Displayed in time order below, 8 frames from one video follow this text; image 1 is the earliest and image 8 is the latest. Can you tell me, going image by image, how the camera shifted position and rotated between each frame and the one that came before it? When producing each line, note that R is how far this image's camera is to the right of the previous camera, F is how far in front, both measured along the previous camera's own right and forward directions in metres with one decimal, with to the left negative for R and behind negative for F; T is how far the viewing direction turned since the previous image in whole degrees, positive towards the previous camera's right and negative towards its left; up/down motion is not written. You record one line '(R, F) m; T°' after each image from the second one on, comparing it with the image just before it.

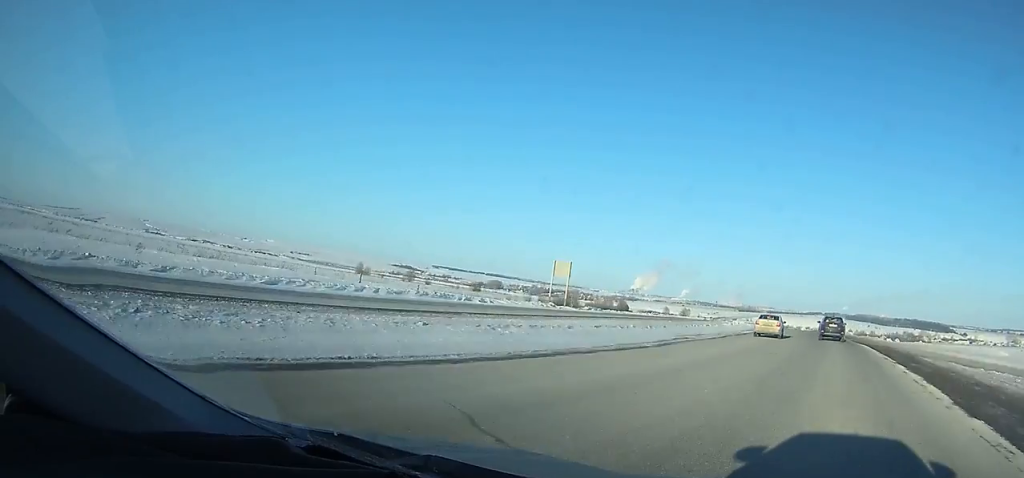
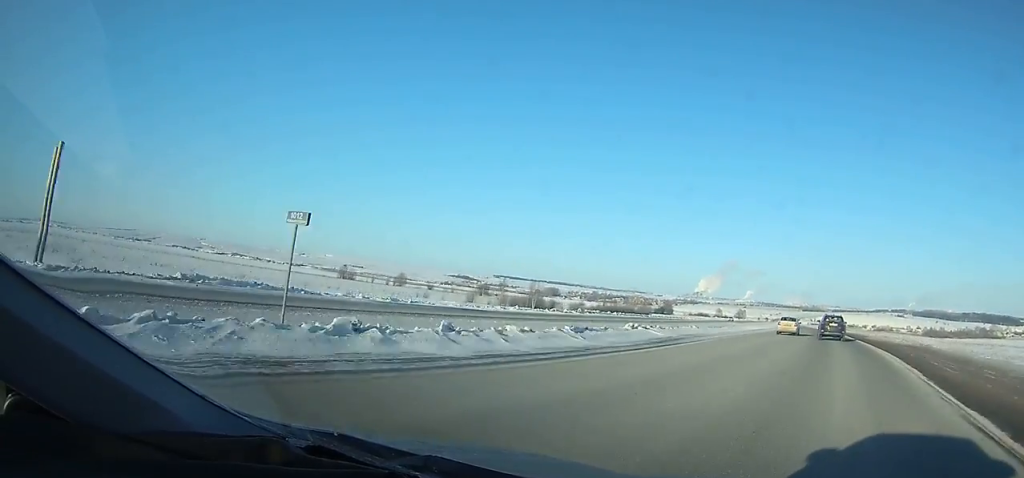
(-2.8, +64.0) m; -5°
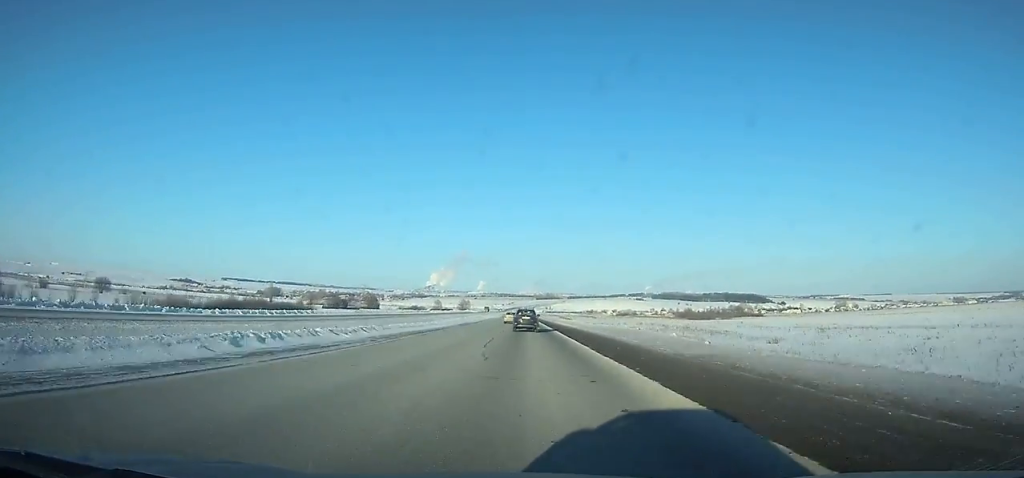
(-5.5, +99.7) m; -5°
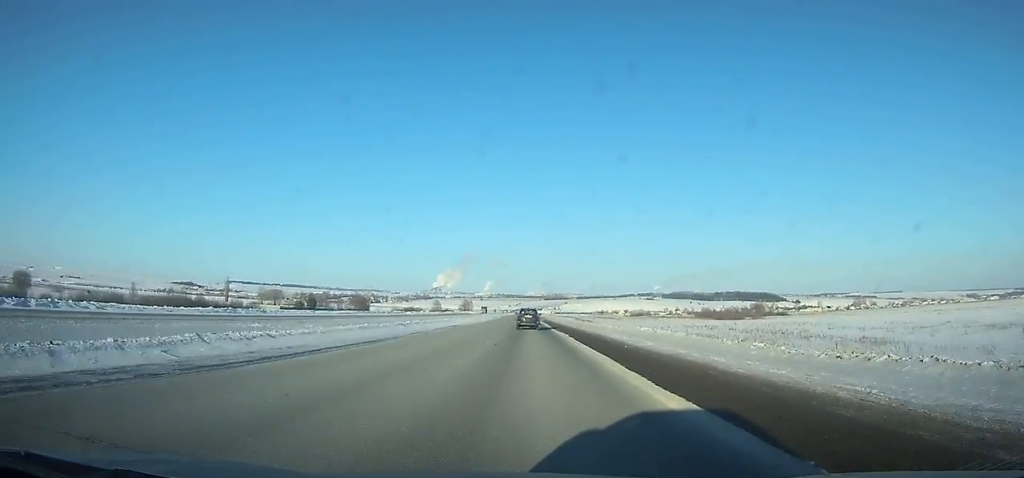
(-0.8, +53.6) m; -1°
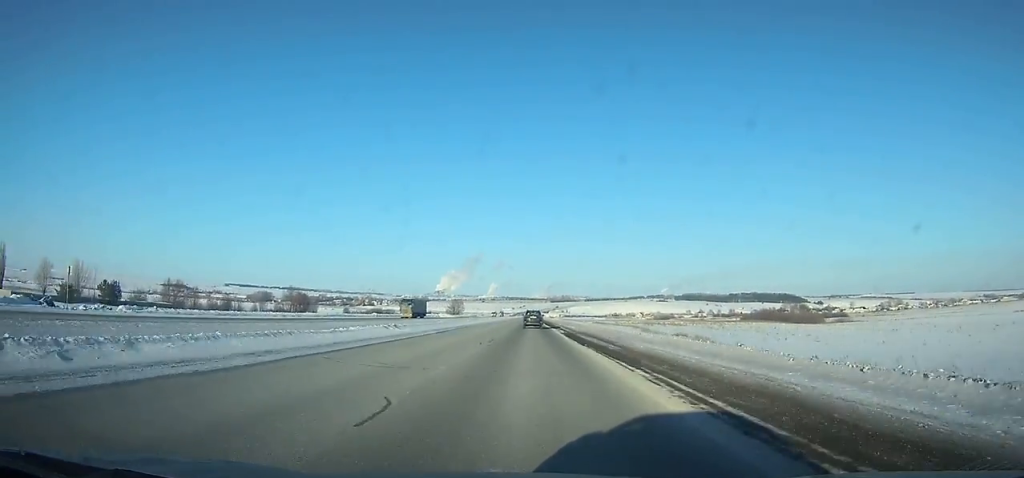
(-0.9, +126.0) m; -1°
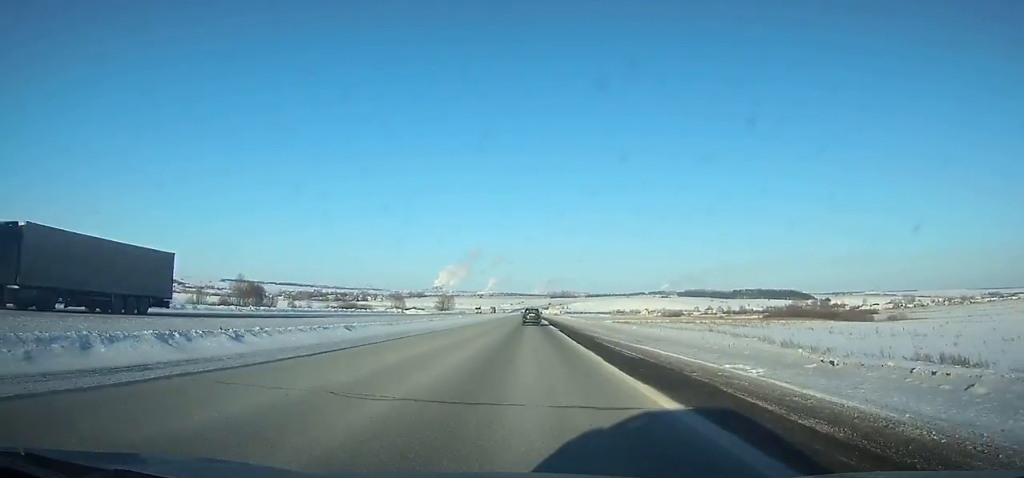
(+0.1, +54.7) m; 0°
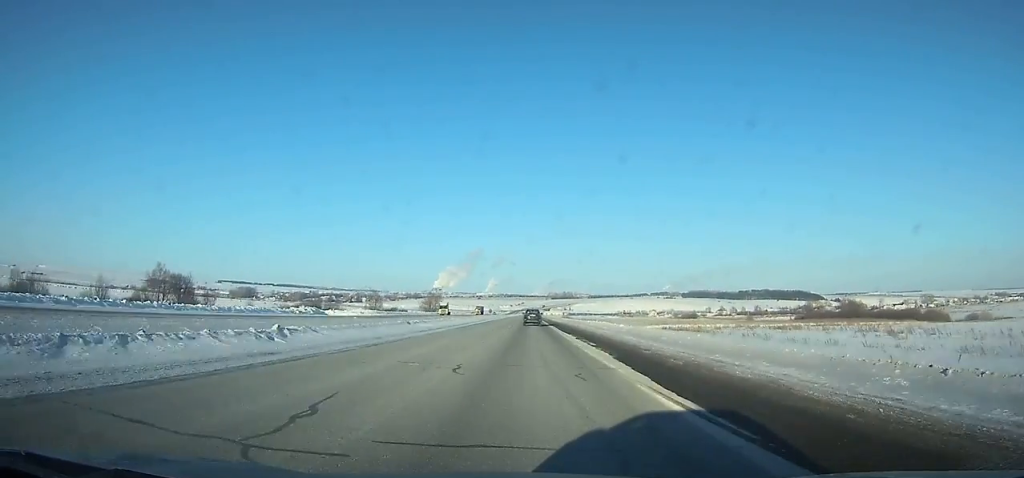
(0.0, +58.7) m; 0°
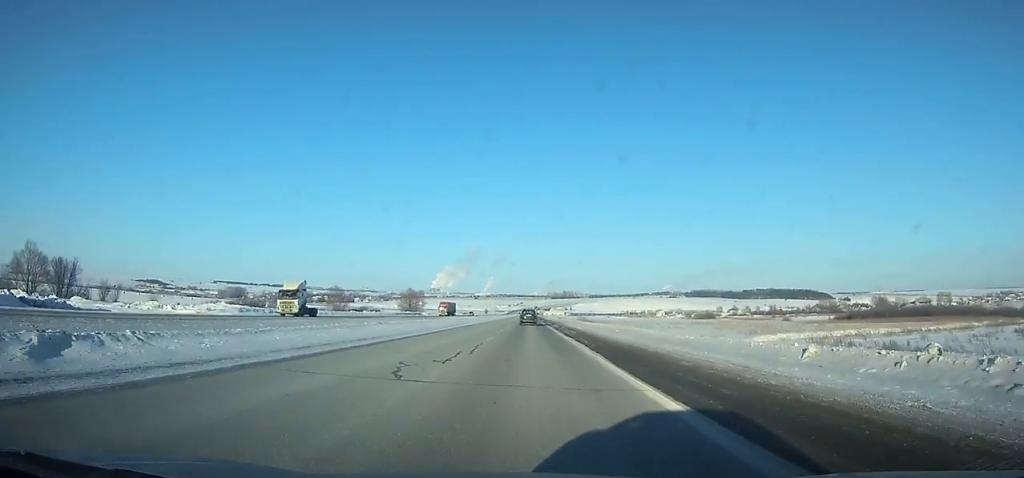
(0.0, +59.8) m; 0°
